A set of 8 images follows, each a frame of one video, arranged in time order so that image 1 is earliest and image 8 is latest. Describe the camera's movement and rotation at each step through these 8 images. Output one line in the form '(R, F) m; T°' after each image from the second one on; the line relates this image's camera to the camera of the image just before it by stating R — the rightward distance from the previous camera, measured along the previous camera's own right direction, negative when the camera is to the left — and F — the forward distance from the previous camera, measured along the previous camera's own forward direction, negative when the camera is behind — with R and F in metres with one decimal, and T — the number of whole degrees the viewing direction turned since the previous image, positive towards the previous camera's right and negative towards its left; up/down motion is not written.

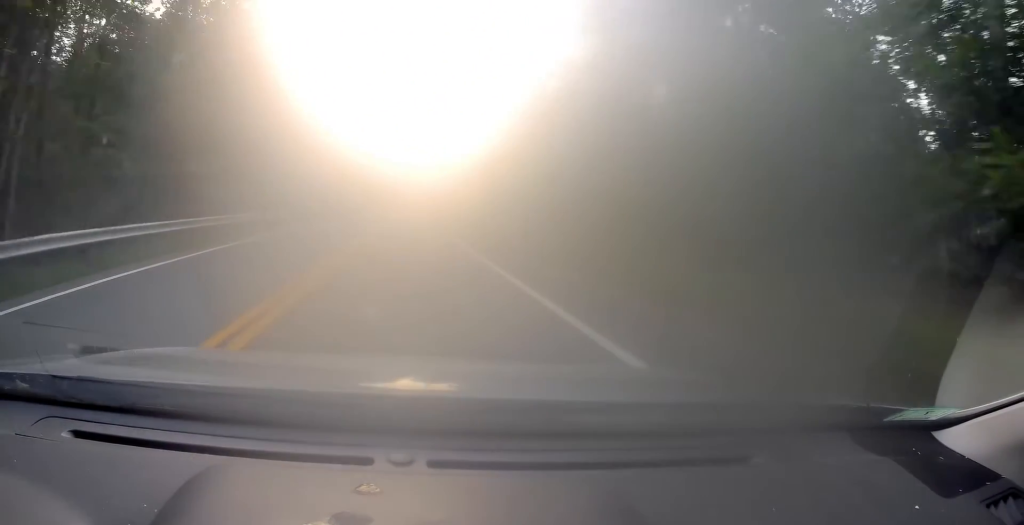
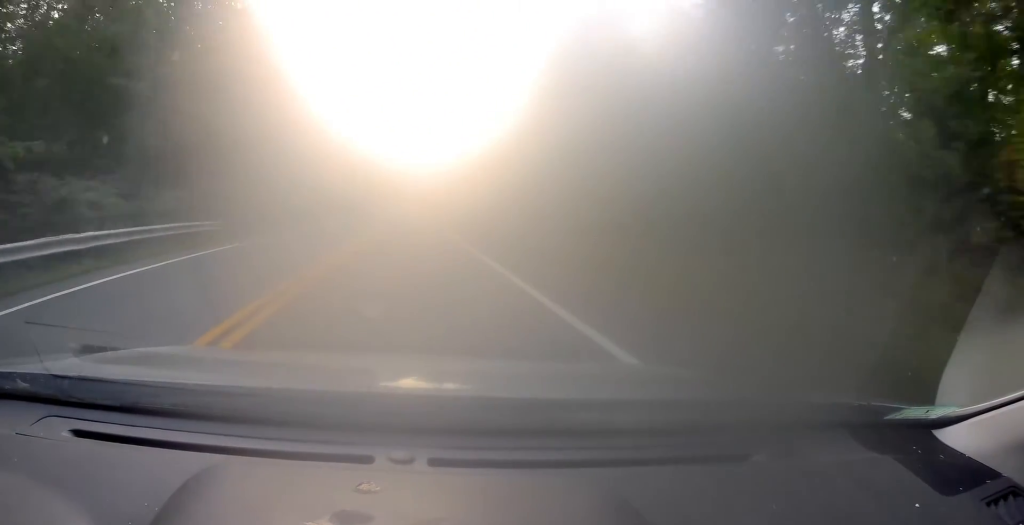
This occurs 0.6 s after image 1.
(0.0, +14.0) m; 0°
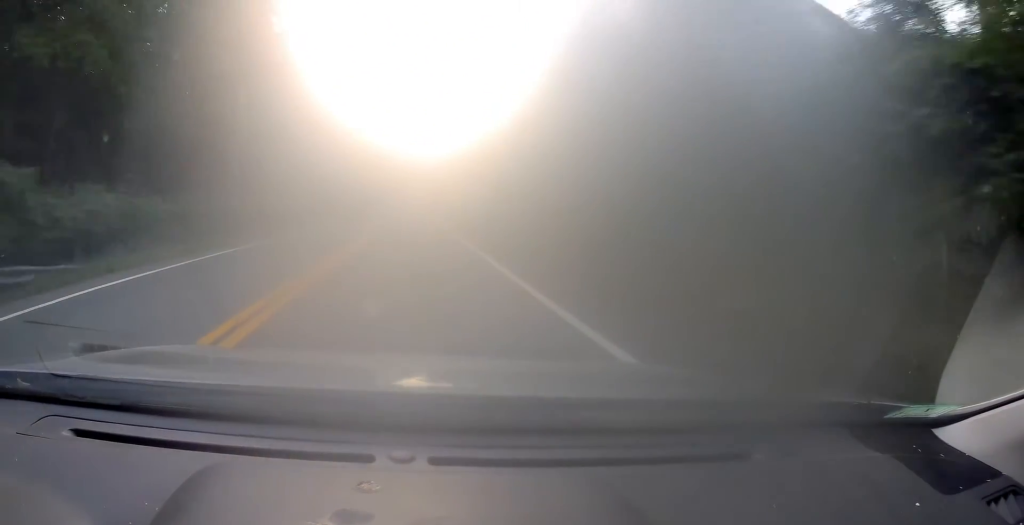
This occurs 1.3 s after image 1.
(0.0, +15.7) m; 0°
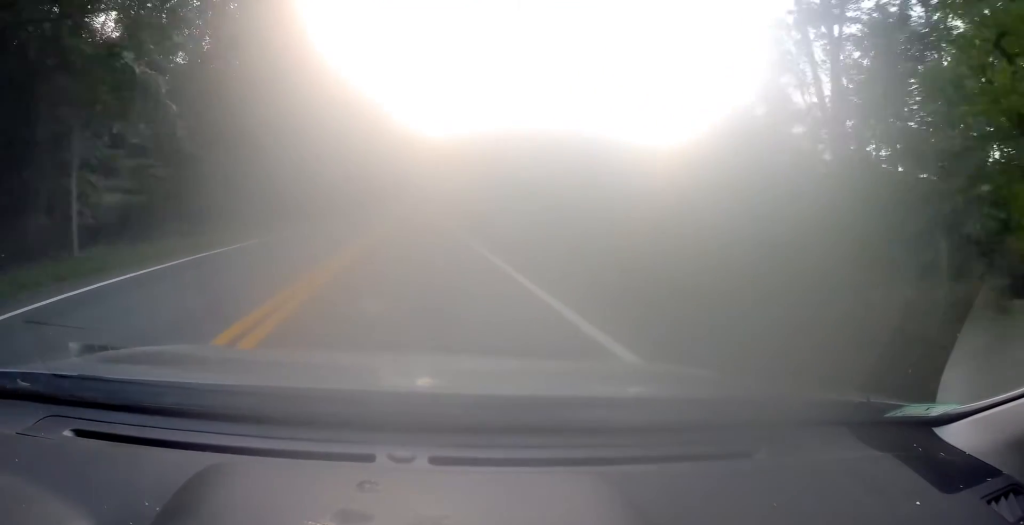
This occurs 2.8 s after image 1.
(+0.2, +37.4) m; -1°
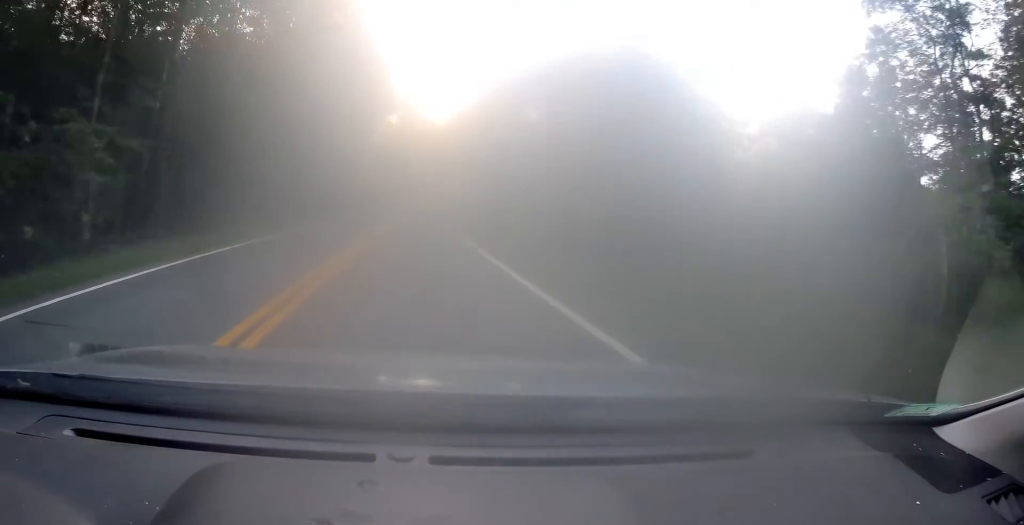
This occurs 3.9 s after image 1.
(-0.8, +24.8) m; -1°
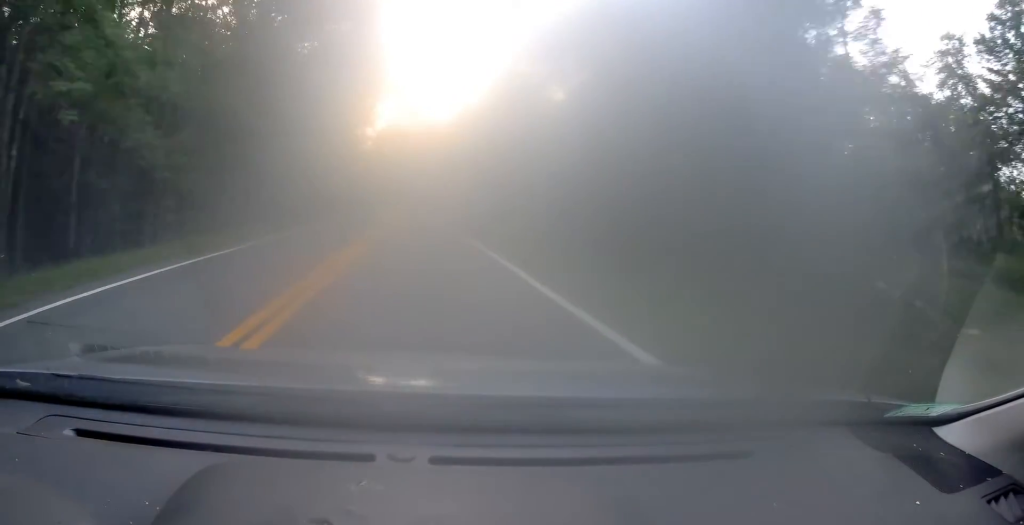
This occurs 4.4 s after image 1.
(+0.2, +12.8) m; +1°
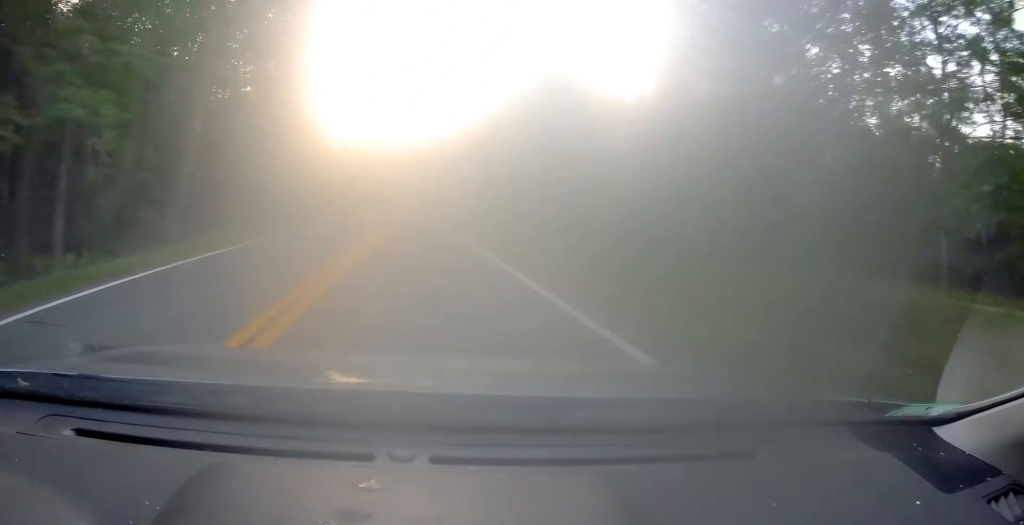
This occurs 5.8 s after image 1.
(+0.5, +32.8) m; 0°
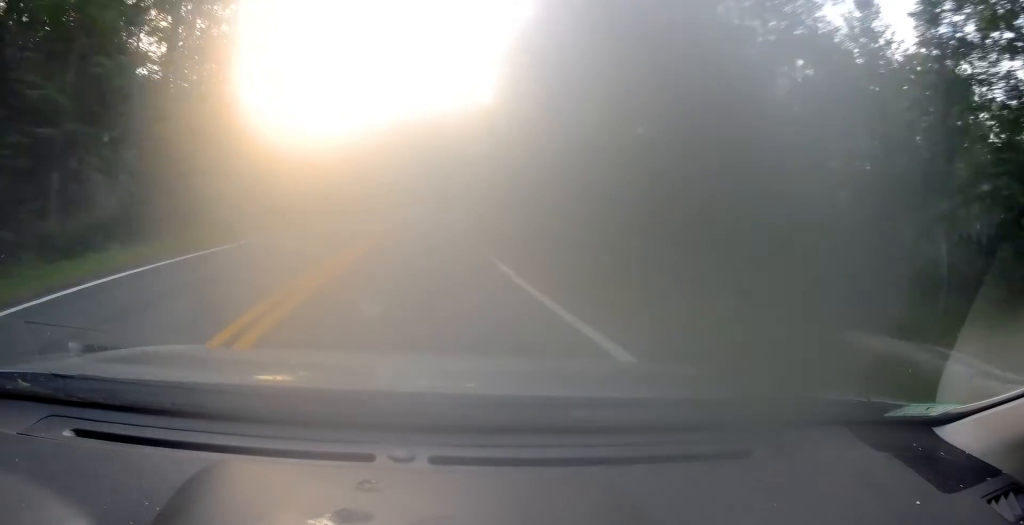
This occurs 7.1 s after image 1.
(-0.7, +31.3) m; -1°
